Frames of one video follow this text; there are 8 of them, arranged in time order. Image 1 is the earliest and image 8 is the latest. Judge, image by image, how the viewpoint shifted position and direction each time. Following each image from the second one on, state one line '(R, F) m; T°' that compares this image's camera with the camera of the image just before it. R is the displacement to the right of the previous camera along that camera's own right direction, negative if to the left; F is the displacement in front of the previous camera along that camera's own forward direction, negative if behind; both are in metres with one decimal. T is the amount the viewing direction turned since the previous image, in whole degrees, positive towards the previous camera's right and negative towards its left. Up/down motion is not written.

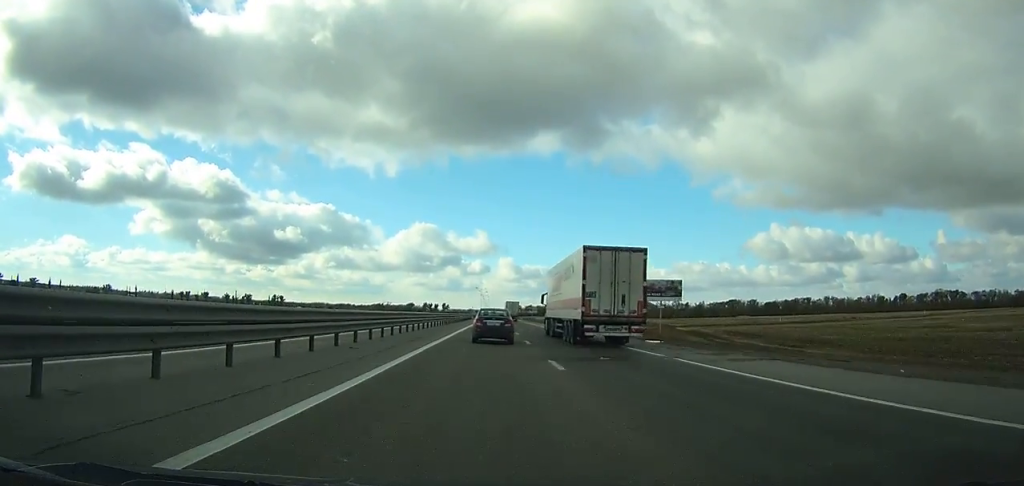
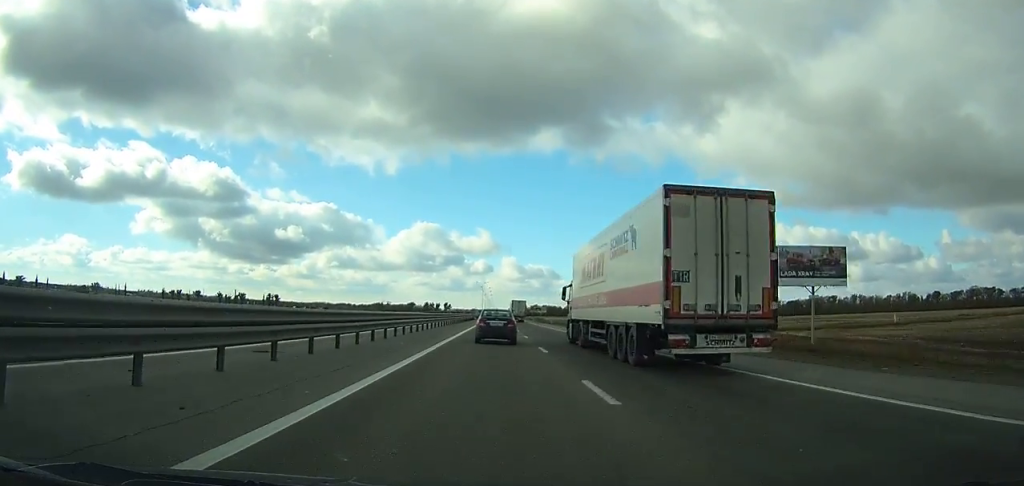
(0.0, +36.0) m; 0°
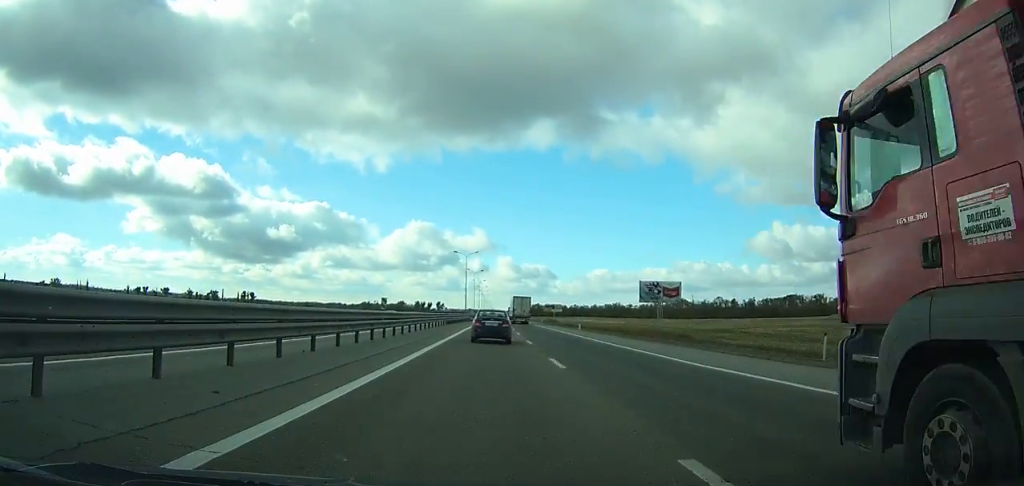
(+0.1, +81.1) m; 0°
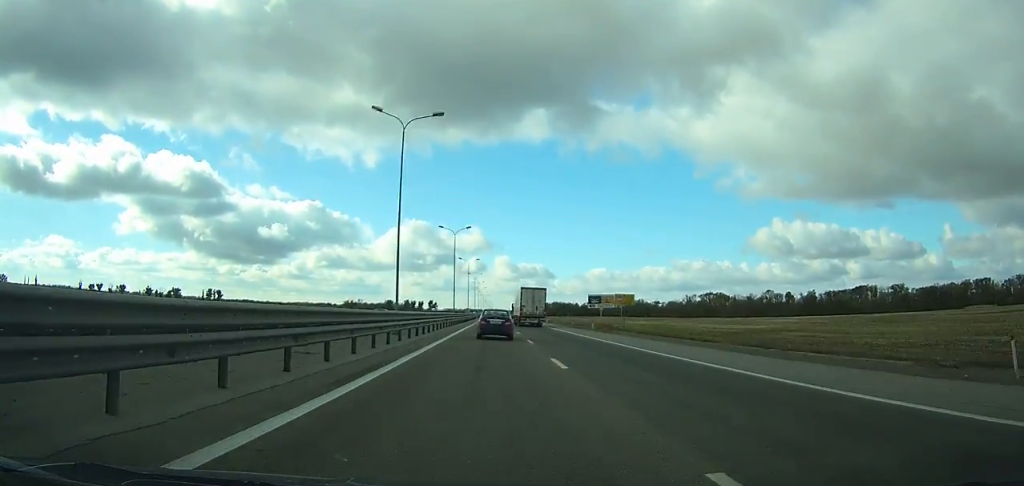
(0.0, +105.1) m; 0°
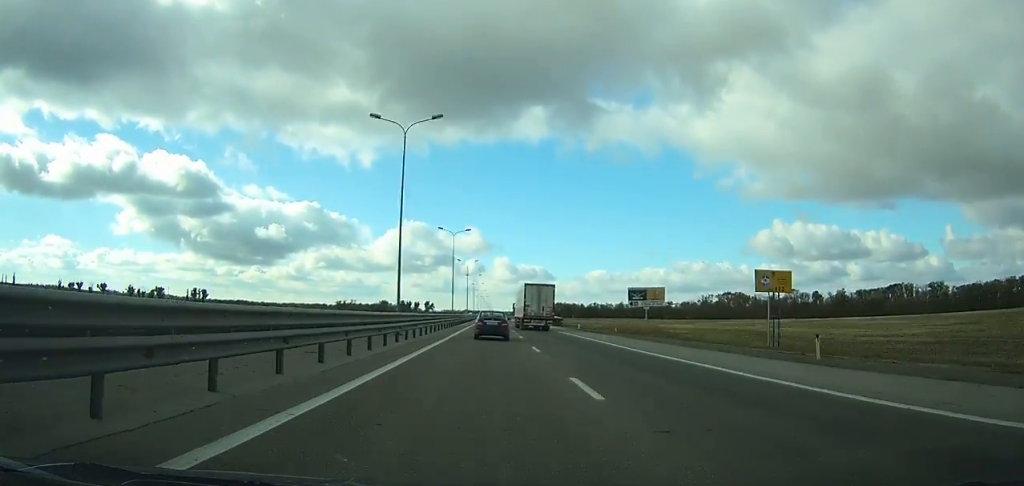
(0.0, +42.5) m; 0°
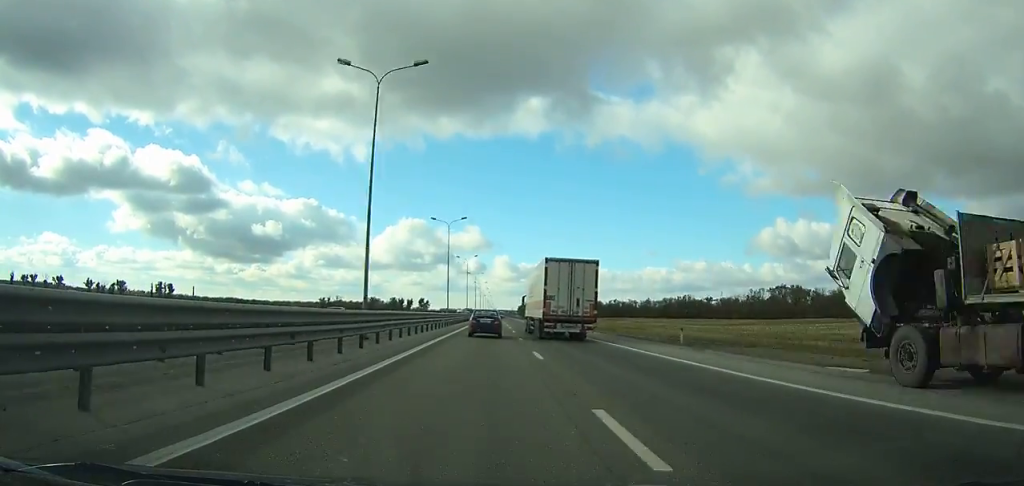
(0.0, +93.4) m; 0°
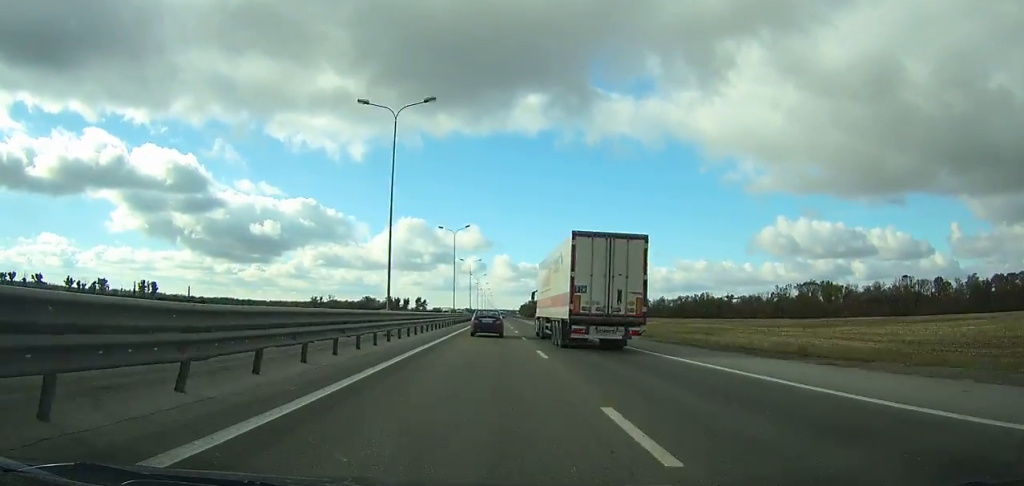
(0.0, +38.9) m; 0°
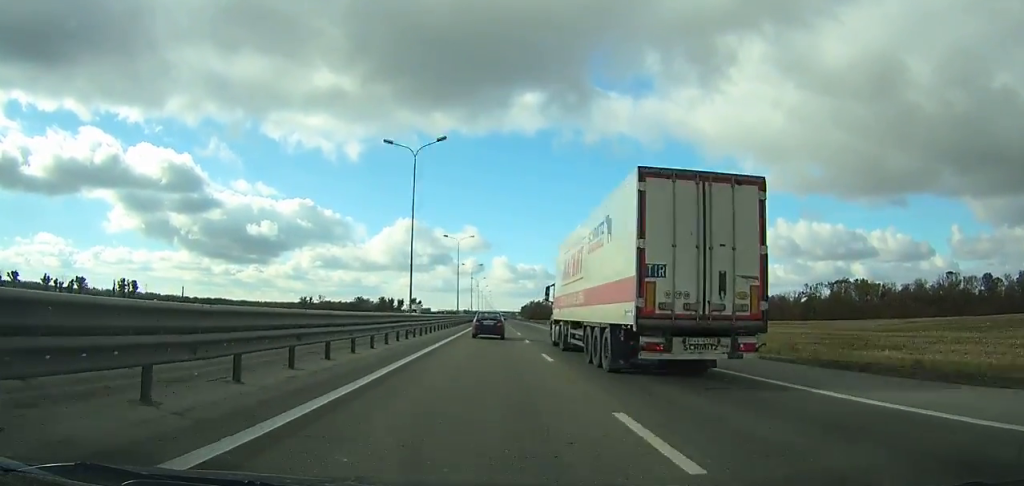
(-0.1, +38.2) m; 0°
